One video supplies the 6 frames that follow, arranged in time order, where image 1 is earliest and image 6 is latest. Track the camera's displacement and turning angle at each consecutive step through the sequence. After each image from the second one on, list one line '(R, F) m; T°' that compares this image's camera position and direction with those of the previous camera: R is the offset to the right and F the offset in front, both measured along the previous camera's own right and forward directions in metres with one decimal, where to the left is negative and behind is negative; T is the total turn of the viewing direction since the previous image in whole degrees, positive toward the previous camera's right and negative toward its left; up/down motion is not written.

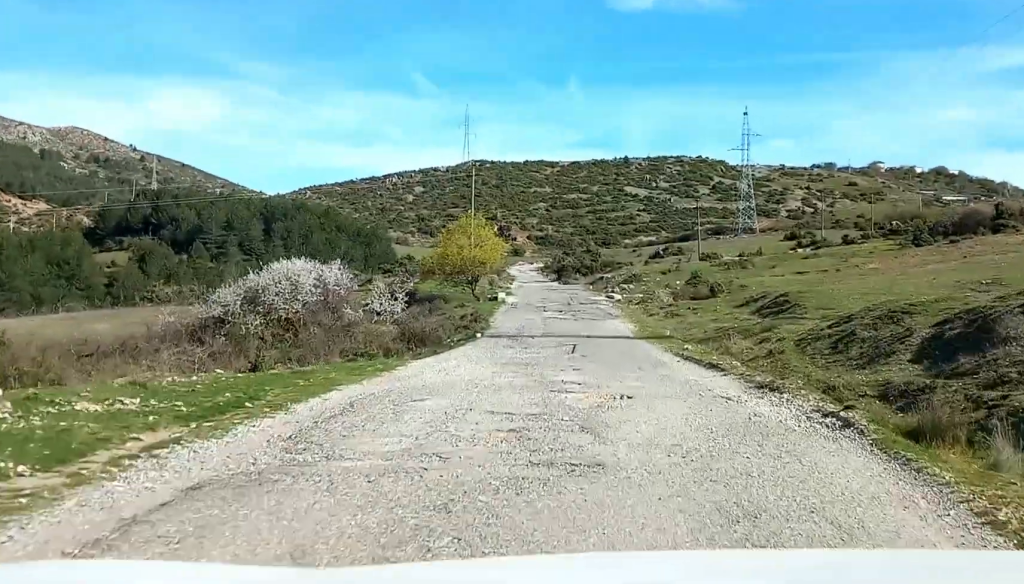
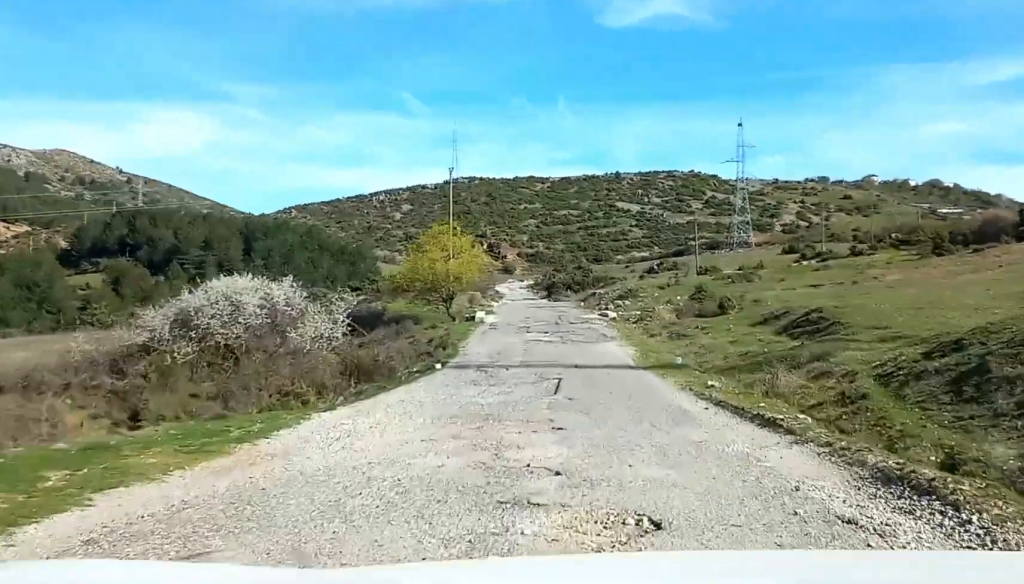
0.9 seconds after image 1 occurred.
(+0.2, +8.7) m; 0°
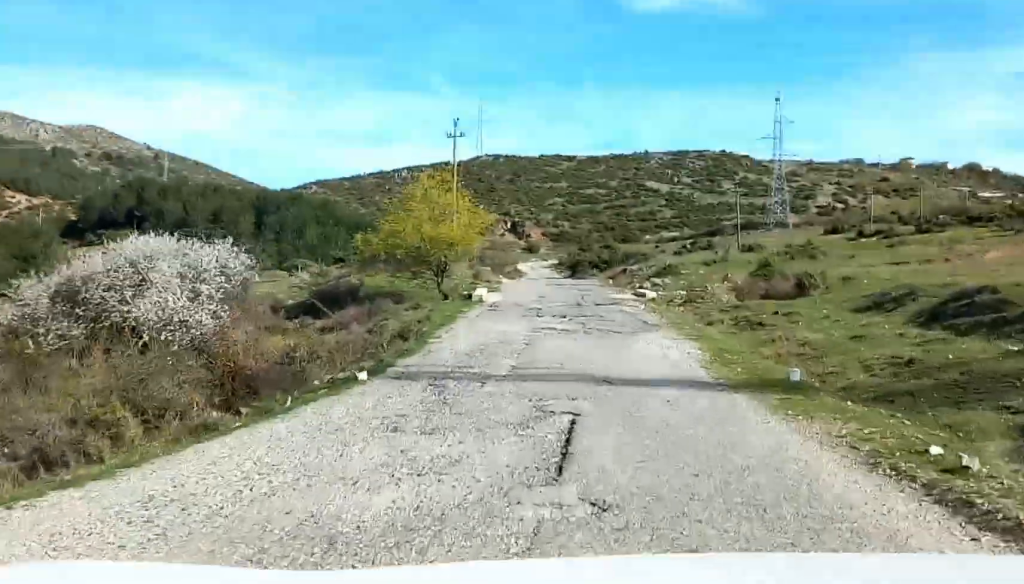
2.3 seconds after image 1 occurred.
(-0.2, +11.8) m; -2°
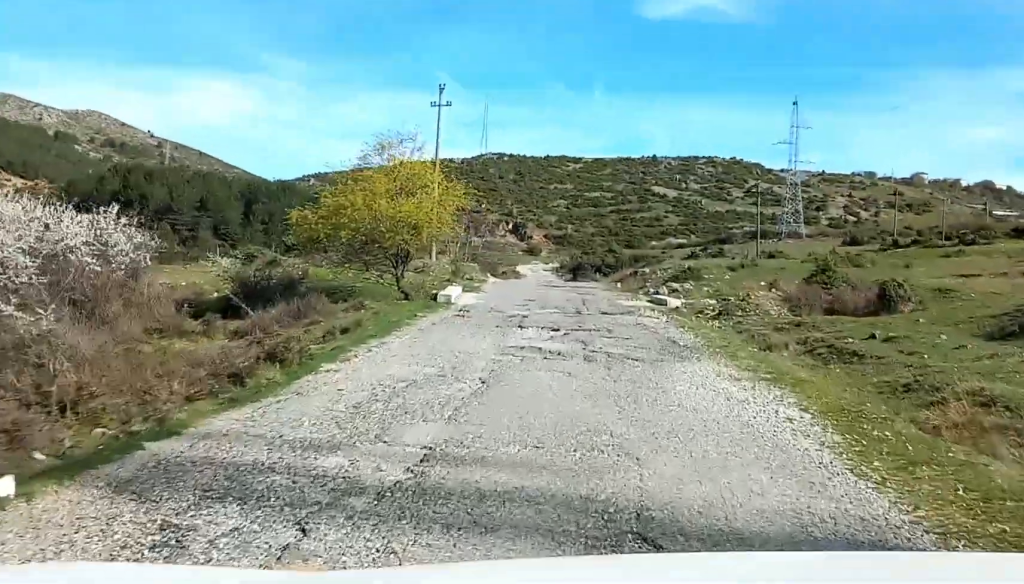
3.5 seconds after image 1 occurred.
(0.0, +7.3) m; 0°
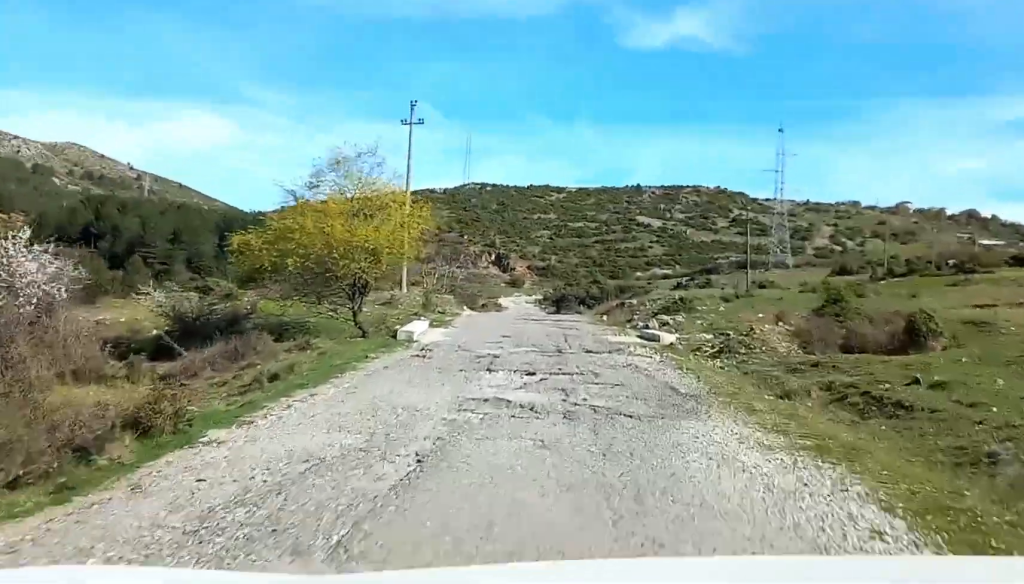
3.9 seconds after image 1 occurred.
(0.0, +3.4) m; +1°
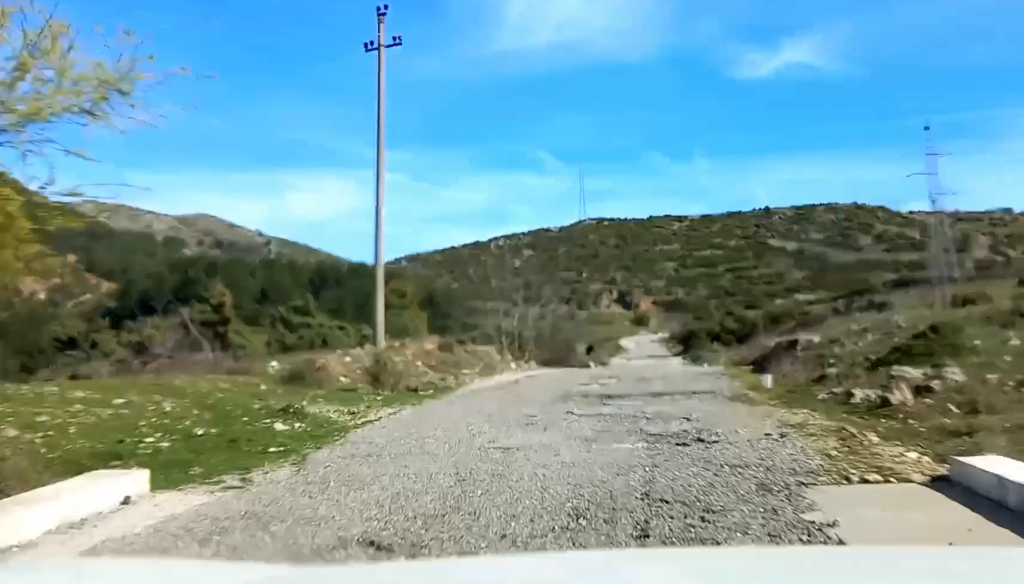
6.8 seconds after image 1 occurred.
(-0.6, +26.7) m; -5°
